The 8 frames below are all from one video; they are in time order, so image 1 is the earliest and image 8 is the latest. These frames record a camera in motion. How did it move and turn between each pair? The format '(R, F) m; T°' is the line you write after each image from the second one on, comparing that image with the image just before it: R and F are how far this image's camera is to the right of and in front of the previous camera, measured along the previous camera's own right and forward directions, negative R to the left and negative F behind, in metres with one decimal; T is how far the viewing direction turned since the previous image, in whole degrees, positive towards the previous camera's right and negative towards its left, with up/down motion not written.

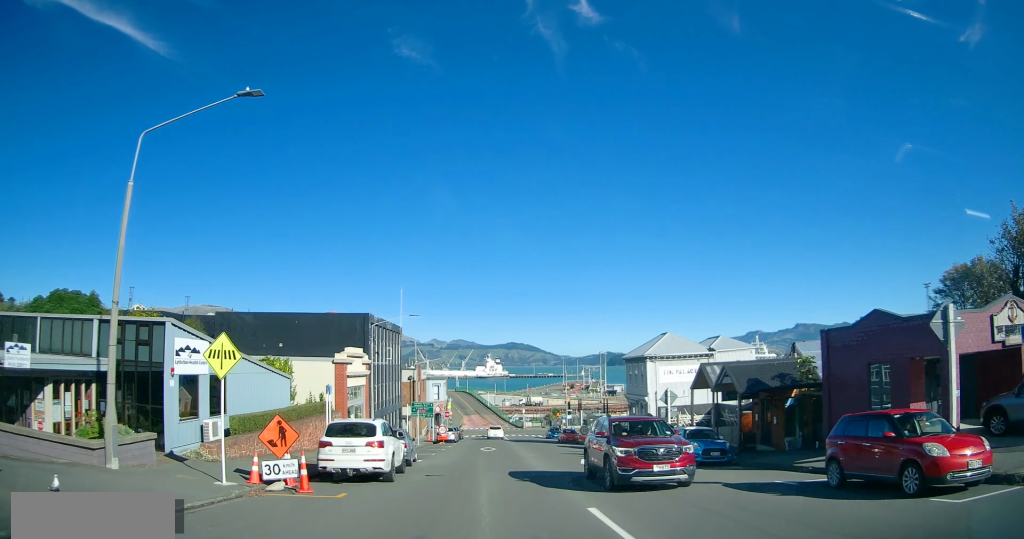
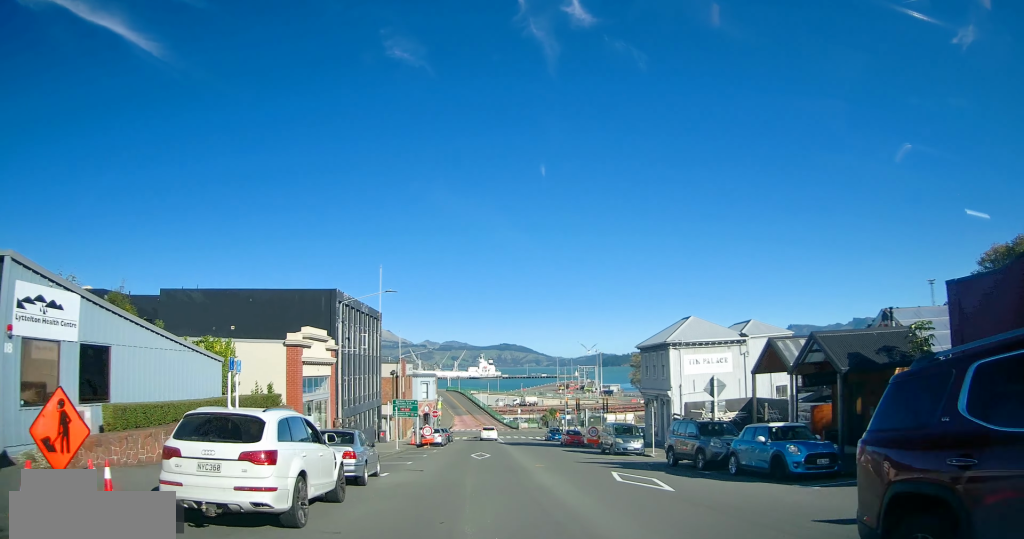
(+0.4, +7.4) m; +7°
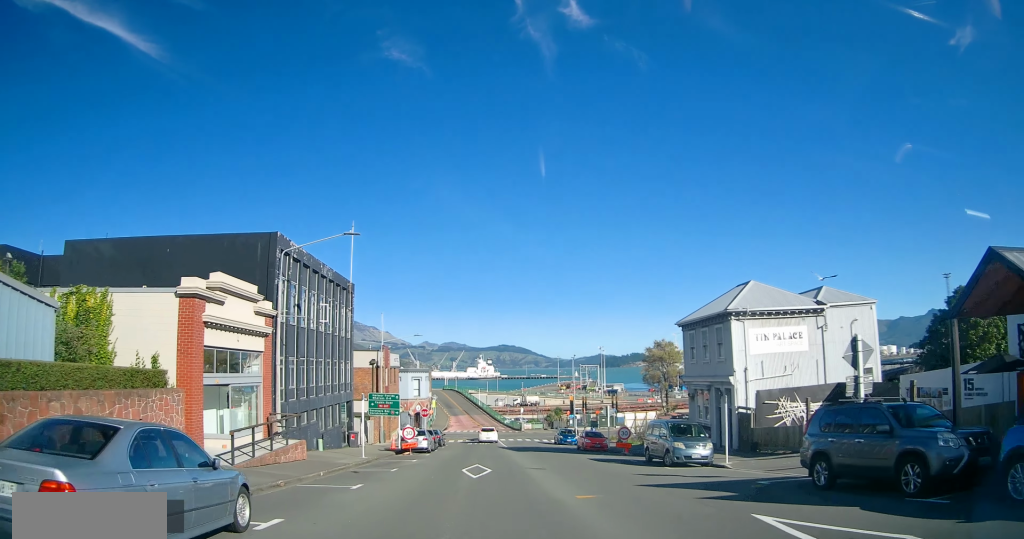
(+0.6, +10.4) m; +3°
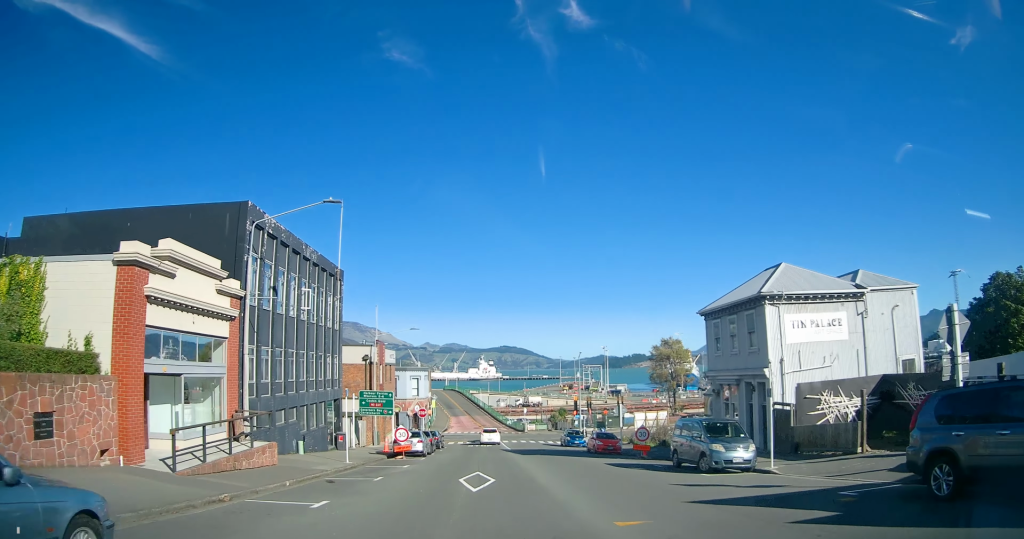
(-0.1, +3.6) m; 0°
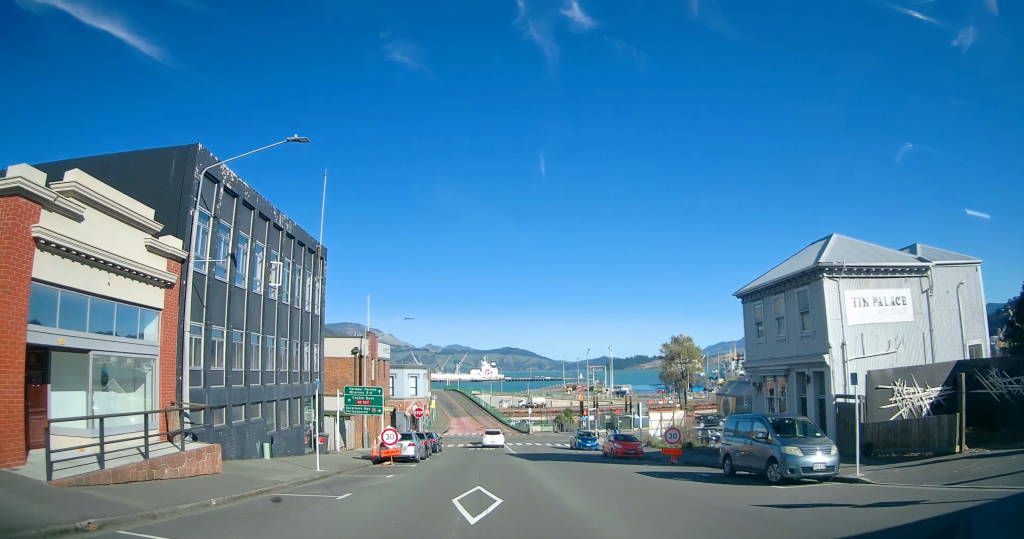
(+0.1, +4.7) m; -6°
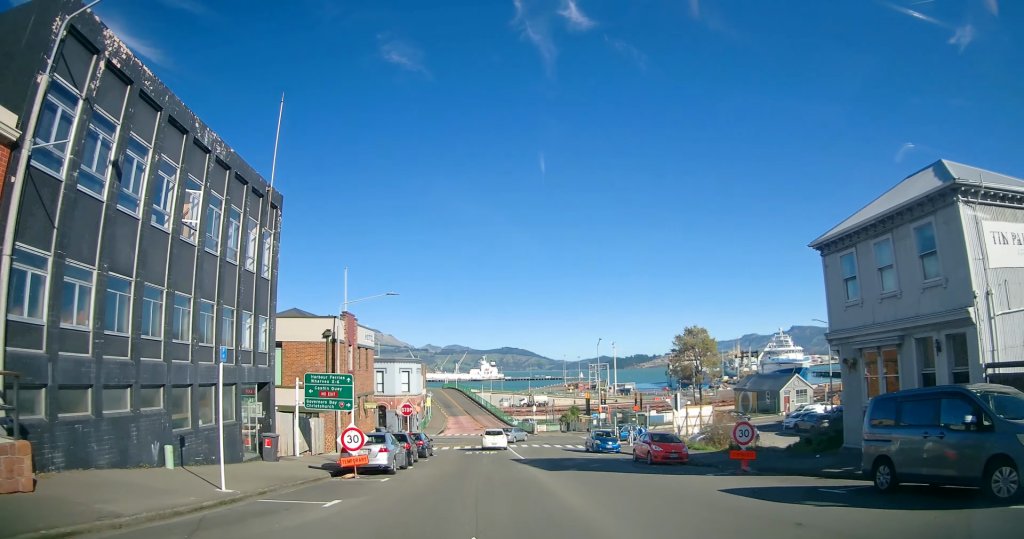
(-1.0, +7.2) m; -5°
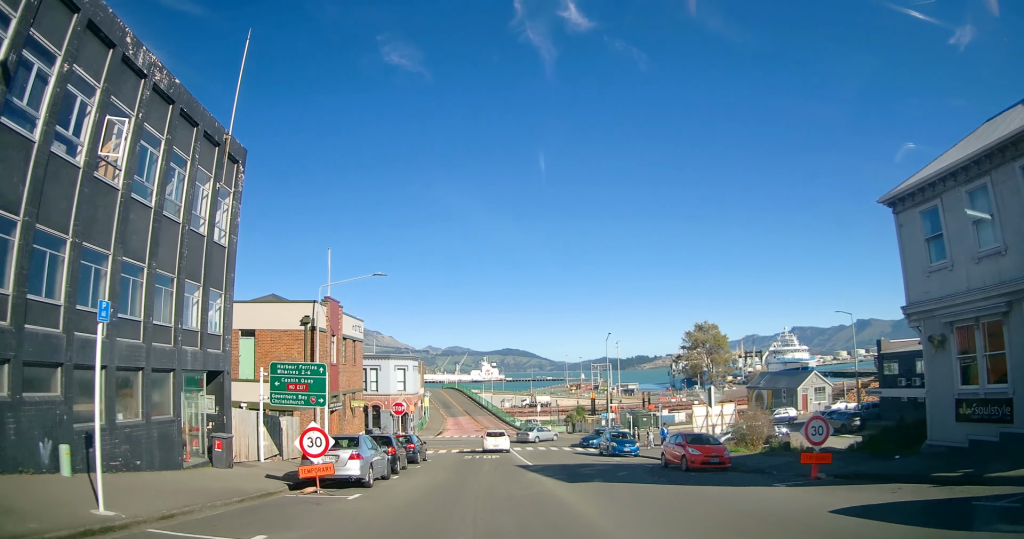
(+0.2, +4.3) m; +4°
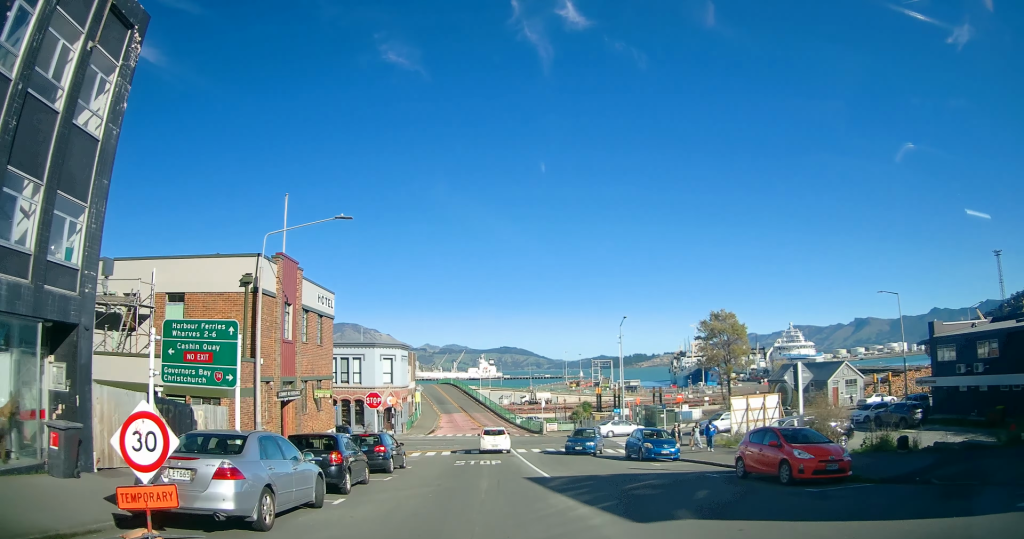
(+0.9, +7.6) m; 0°
